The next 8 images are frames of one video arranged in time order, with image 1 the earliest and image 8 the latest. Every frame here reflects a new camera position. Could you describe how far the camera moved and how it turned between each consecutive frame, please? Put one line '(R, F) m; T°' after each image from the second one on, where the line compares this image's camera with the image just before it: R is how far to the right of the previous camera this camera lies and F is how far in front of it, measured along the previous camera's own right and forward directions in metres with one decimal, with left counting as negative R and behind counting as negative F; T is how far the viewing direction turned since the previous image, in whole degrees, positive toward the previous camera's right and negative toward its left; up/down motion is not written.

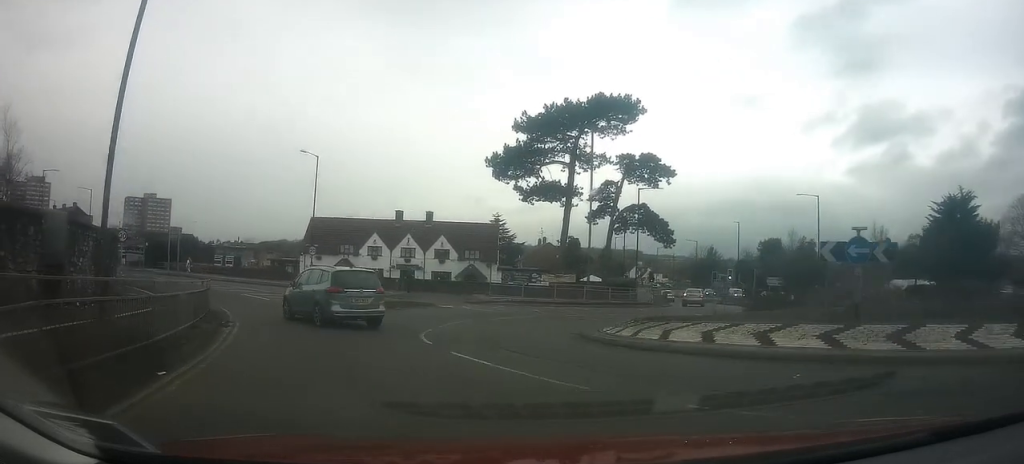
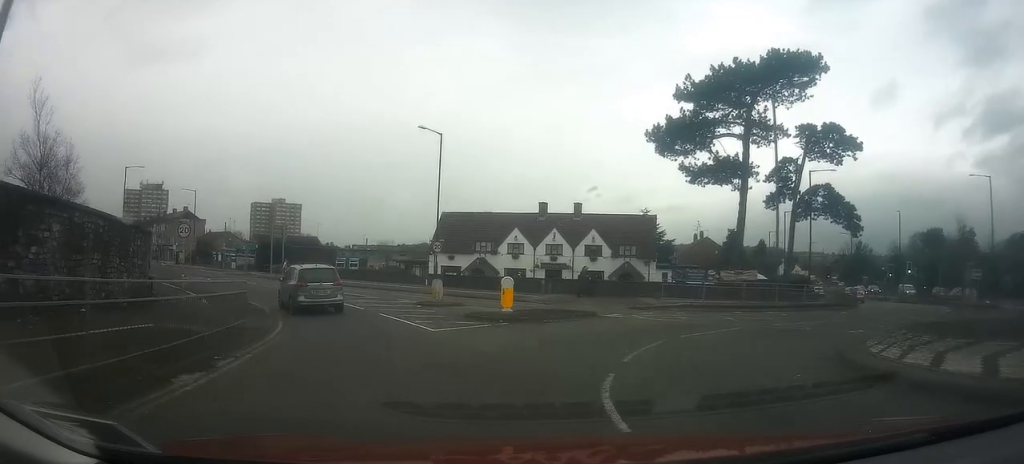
(-0.4, +7.0) m; -7°
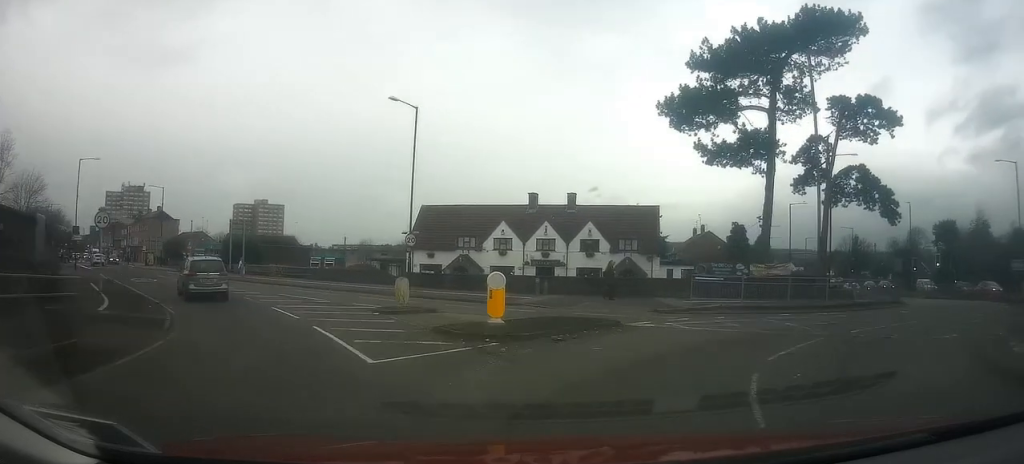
(-0.2, +5.4) m; +3°
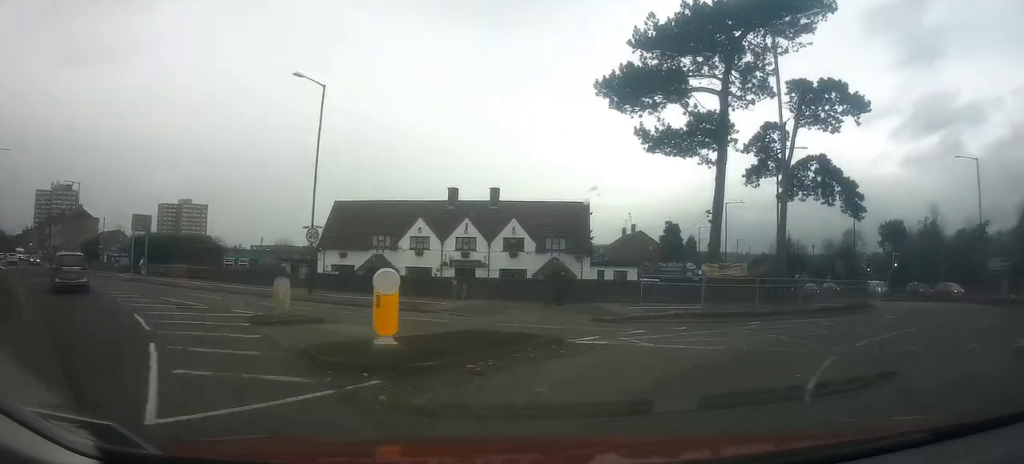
(-0.1, +3.5) m; +5°
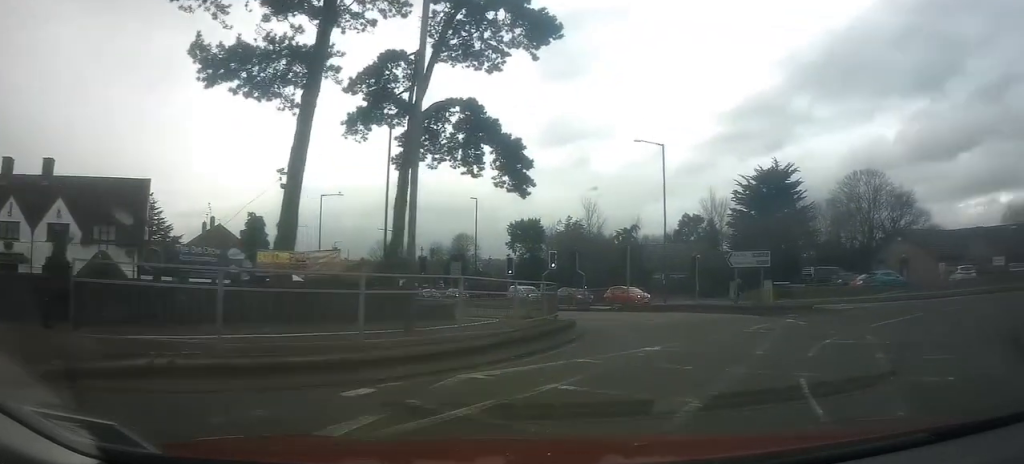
(+1.8, +10.8) m; +18°
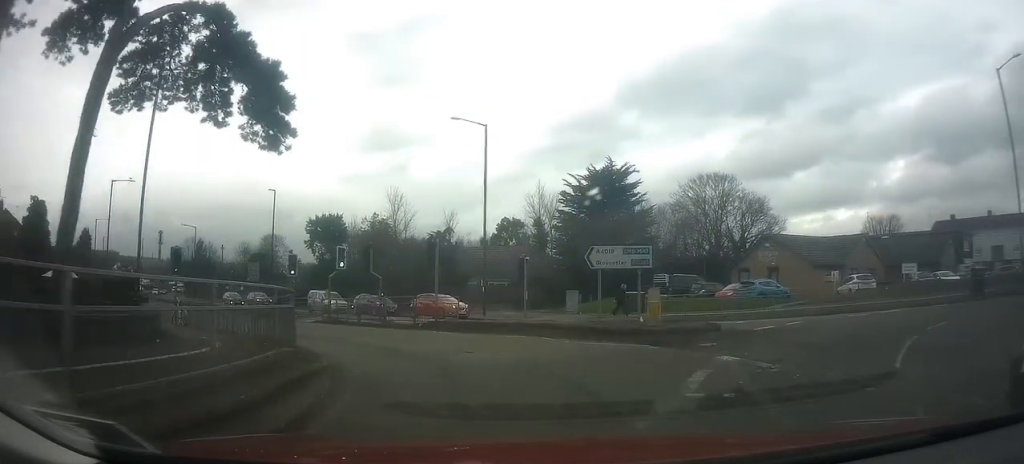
(+1.0, +7.1) m; +12°
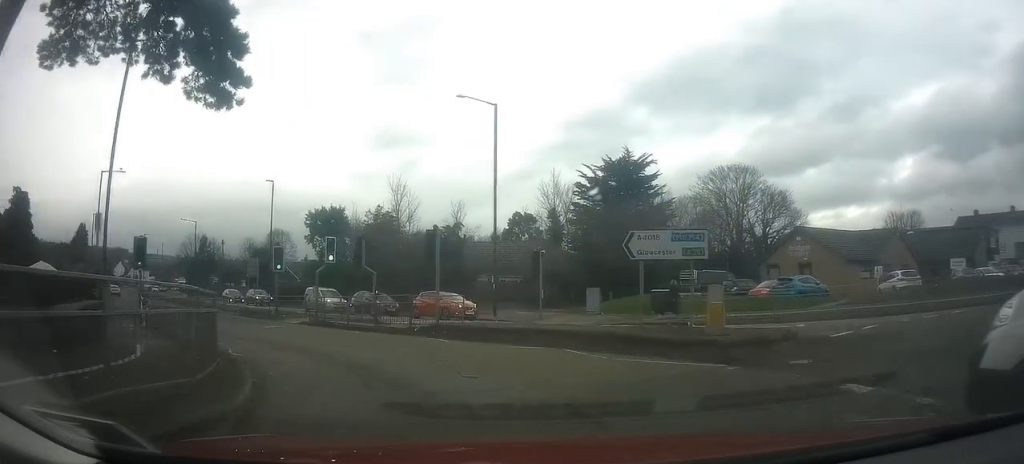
(+0.1, +3.3) m; -1°
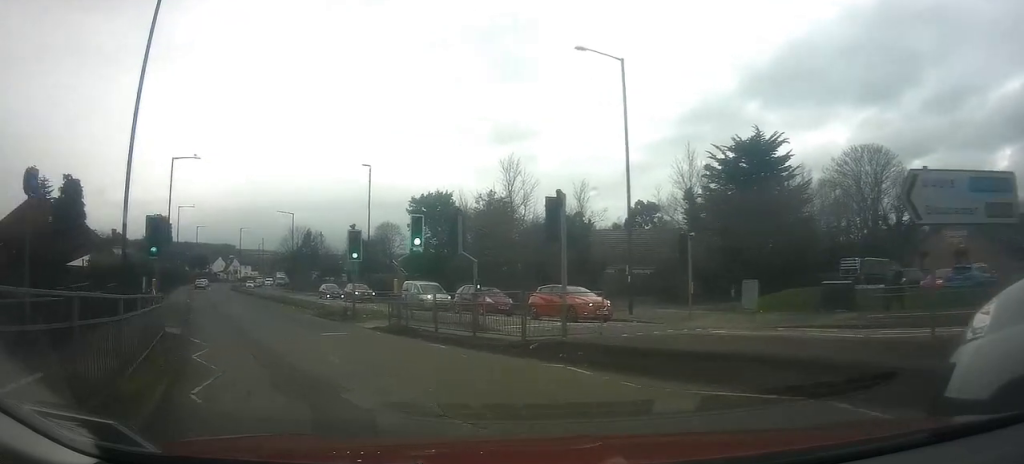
(-0.1, +5.6) m; -6°
